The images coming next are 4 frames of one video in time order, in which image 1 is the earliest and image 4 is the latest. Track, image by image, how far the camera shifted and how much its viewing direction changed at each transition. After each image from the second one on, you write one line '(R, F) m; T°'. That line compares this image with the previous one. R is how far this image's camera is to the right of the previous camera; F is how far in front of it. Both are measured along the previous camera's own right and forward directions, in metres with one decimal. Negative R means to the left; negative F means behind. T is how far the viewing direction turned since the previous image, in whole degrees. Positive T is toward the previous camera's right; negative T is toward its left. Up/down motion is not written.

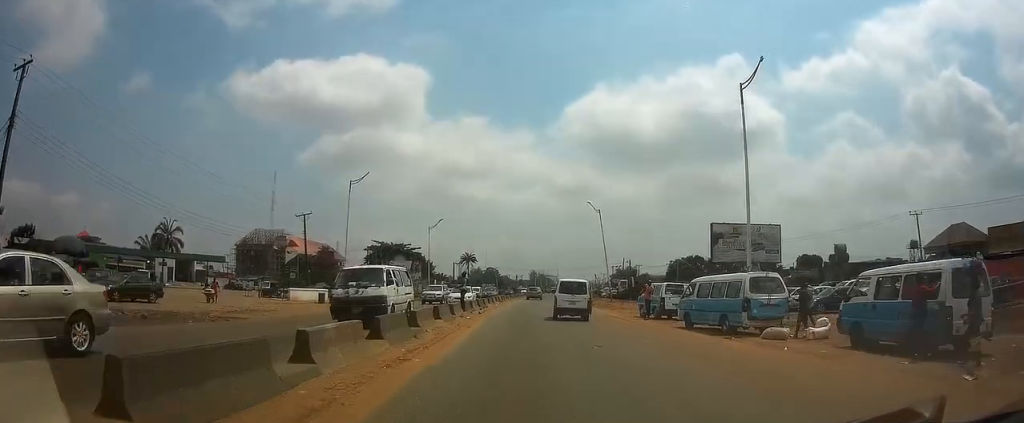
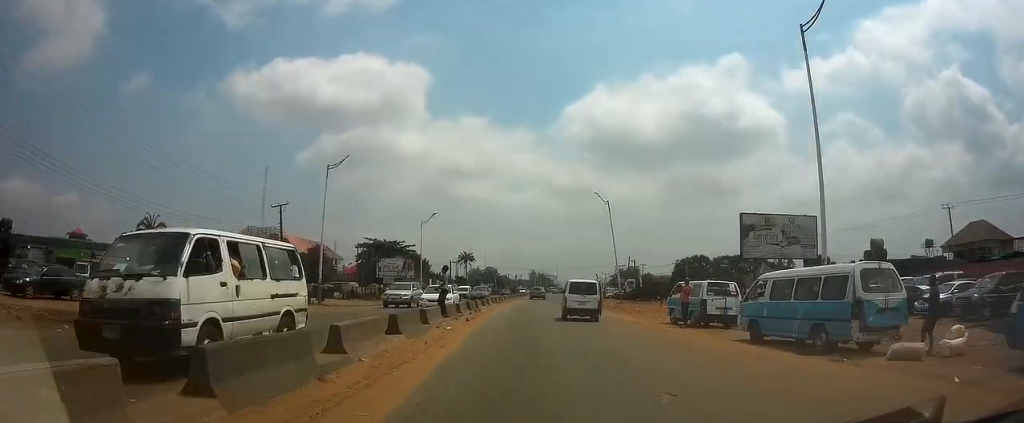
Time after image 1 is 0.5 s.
(-0.1, +6.0) m; 0°
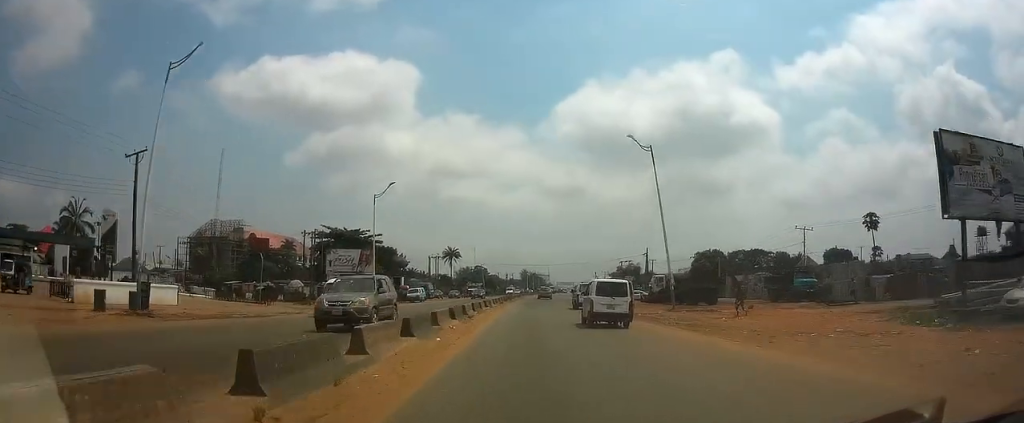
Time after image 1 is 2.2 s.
(0.0, +21.4) m; +1°
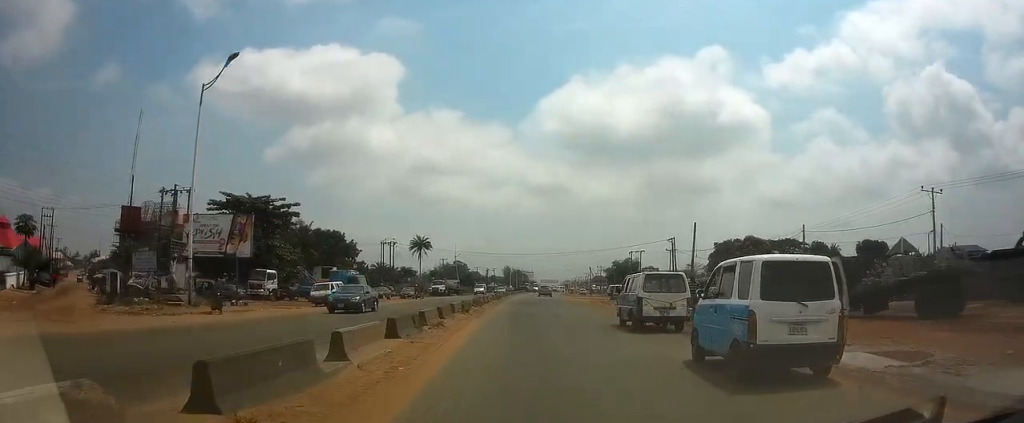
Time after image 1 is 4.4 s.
(+0.6, +30.1) m; +2°
